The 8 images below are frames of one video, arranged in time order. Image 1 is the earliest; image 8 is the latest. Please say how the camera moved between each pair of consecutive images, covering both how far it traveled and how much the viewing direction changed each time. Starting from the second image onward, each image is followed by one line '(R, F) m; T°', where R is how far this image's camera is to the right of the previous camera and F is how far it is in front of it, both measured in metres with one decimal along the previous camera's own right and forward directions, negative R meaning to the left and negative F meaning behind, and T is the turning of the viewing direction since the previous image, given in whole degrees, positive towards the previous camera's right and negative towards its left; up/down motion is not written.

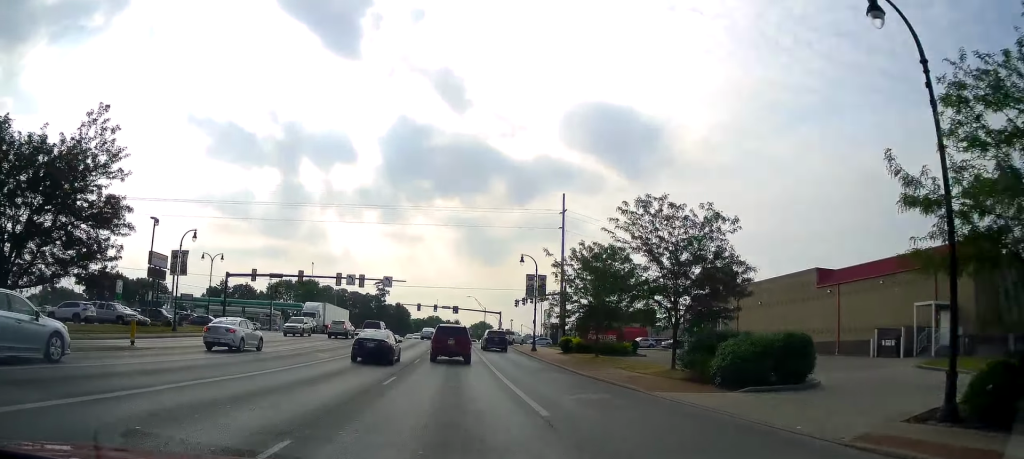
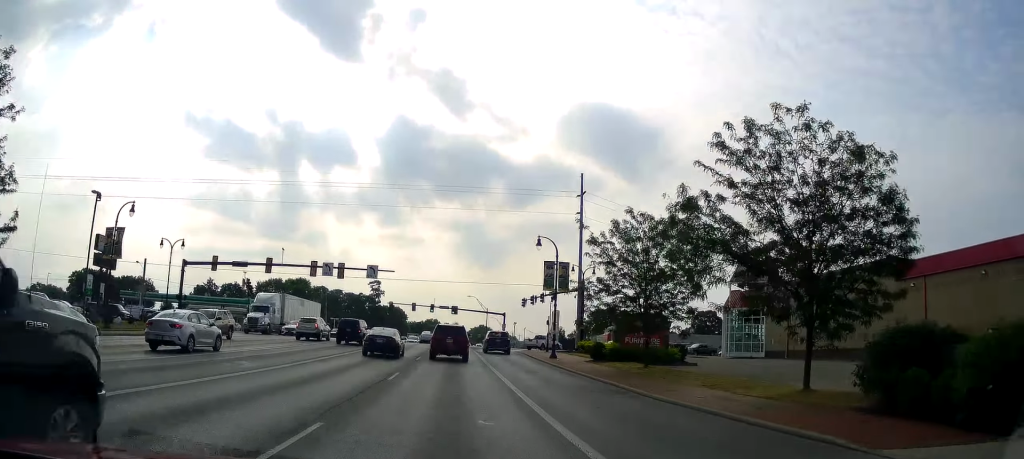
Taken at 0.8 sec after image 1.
(+0.1, +10.4) m; +1°
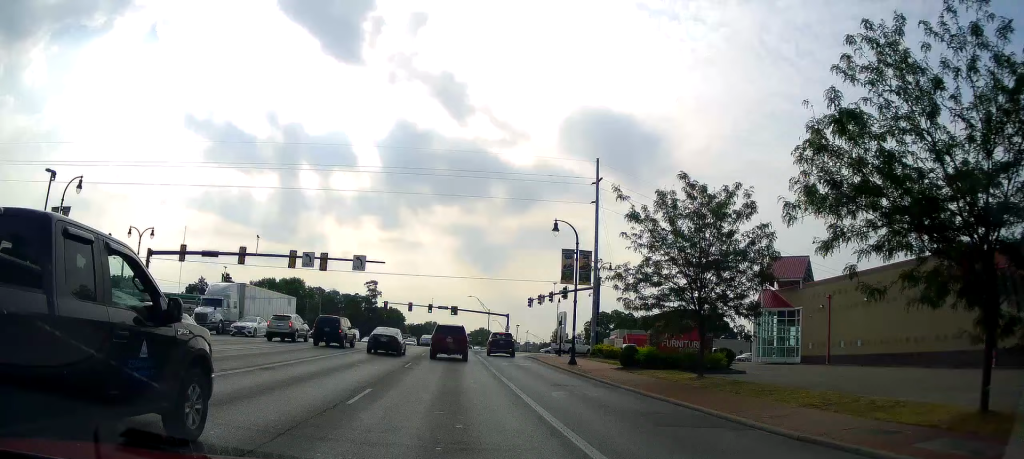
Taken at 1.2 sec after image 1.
(0.0, +6.5) m; 0°
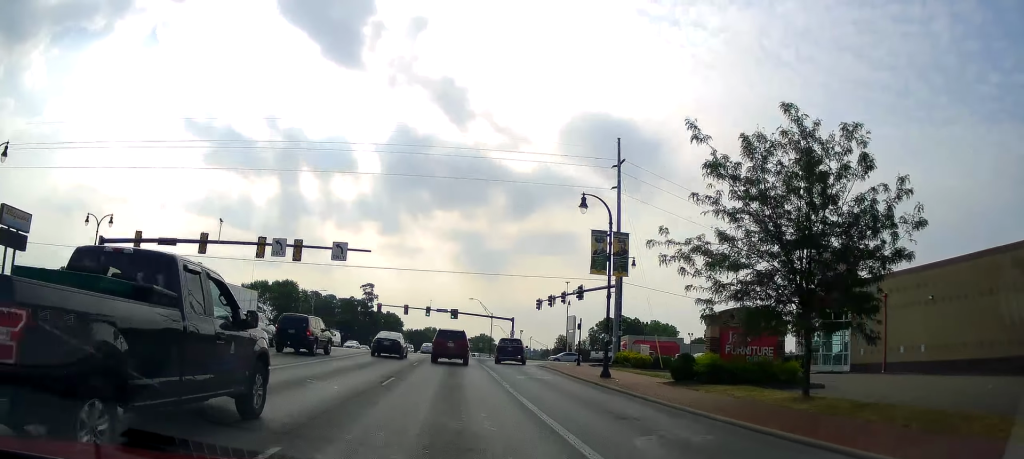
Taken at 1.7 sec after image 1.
(+0.1, +7.1) m; 0°
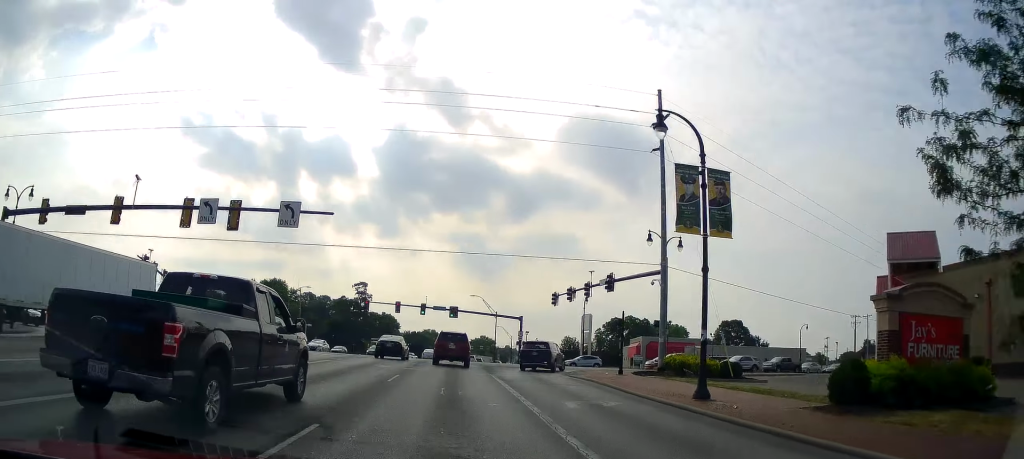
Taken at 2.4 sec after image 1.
(0.0, +10.2) m; 0°
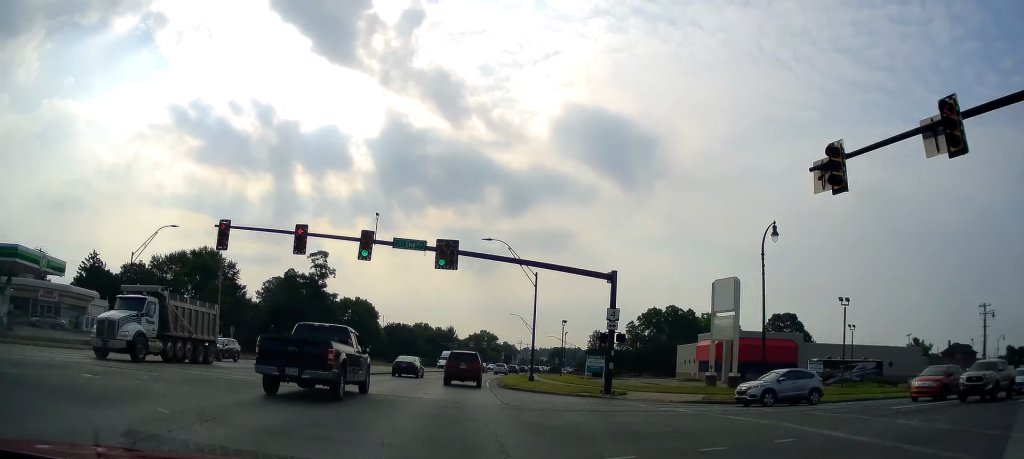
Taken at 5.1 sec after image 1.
(+0.4, +40.4) m; +1°
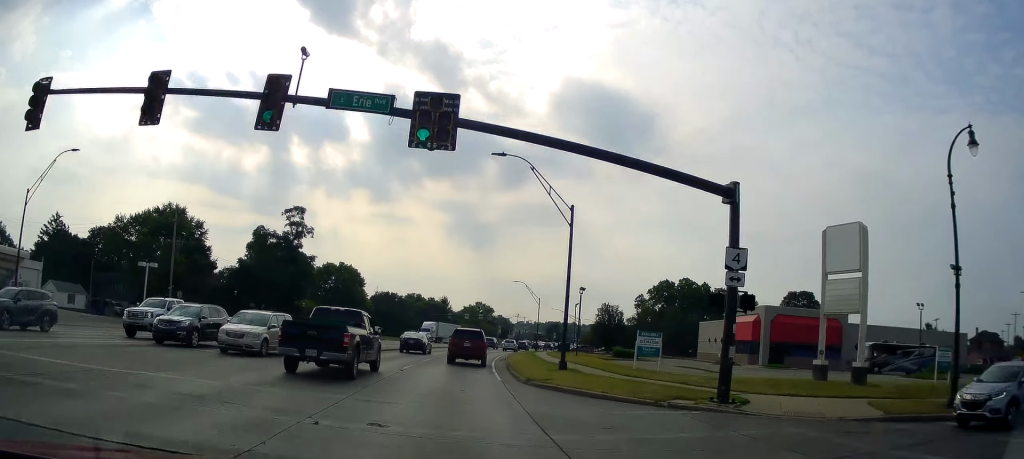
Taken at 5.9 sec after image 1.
(-0.1, +13.0) m; +2°
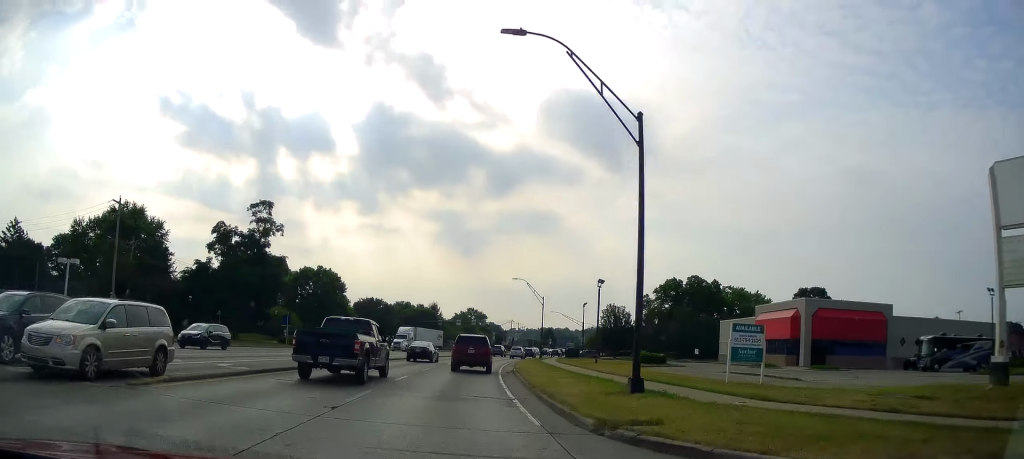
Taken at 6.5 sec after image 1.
(+0.3, +11.0) m; +1°
